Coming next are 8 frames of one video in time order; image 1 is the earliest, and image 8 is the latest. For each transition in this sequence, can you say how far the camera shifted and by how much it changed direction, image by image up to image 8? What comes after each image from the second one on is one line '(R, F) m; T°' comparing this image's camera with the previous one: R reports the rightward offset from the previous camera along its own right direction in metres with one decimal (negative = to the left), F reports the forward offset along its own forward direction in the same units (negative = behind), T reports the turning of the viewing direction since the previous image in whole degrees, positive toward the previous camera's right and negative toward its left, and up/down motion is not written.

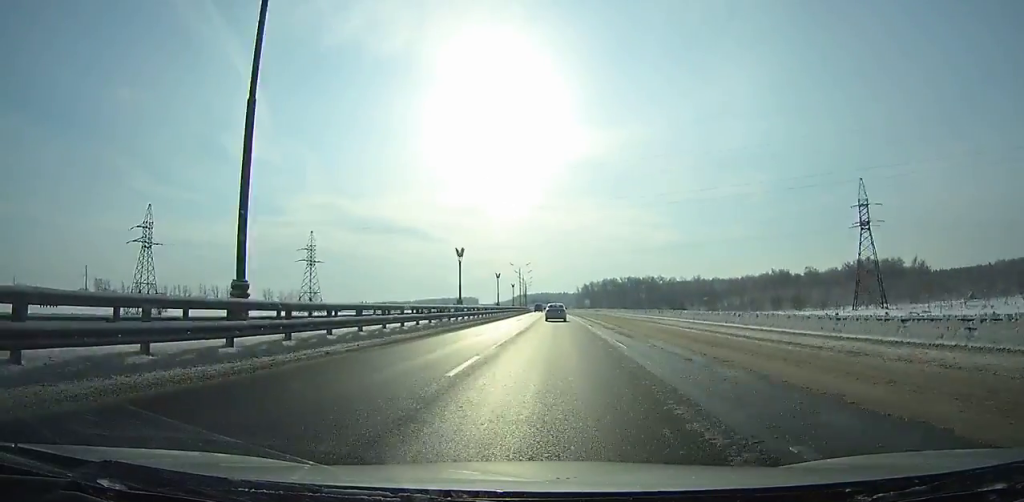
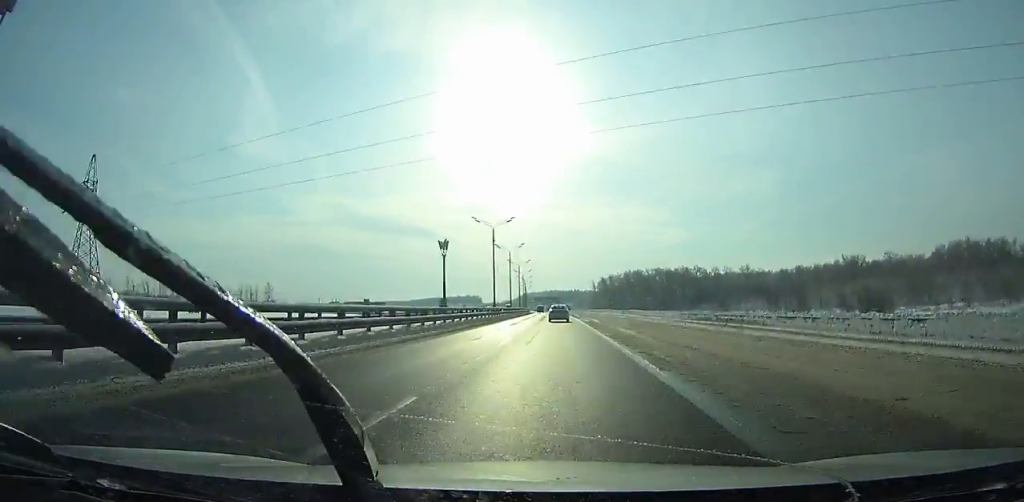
(-0.8, +86.6) m; -1°
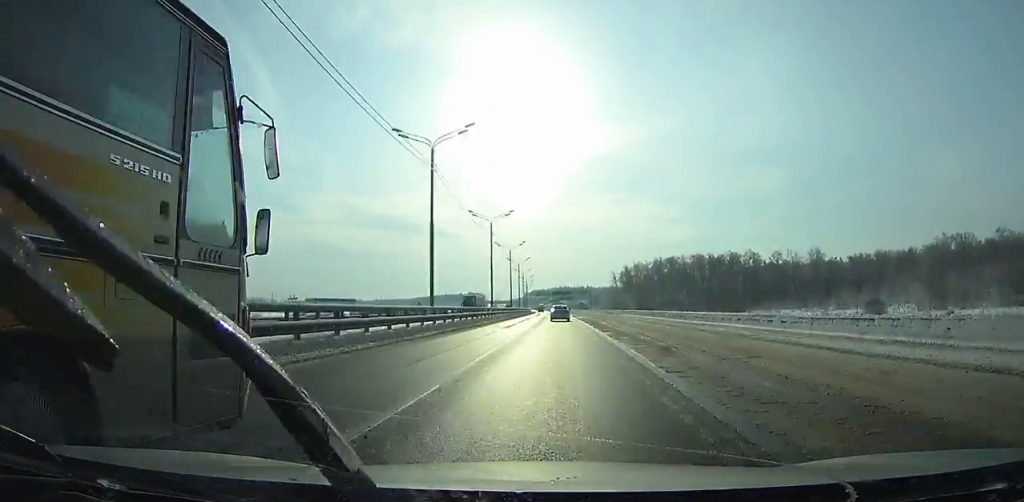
(-0.7, +77.7) m; -1°
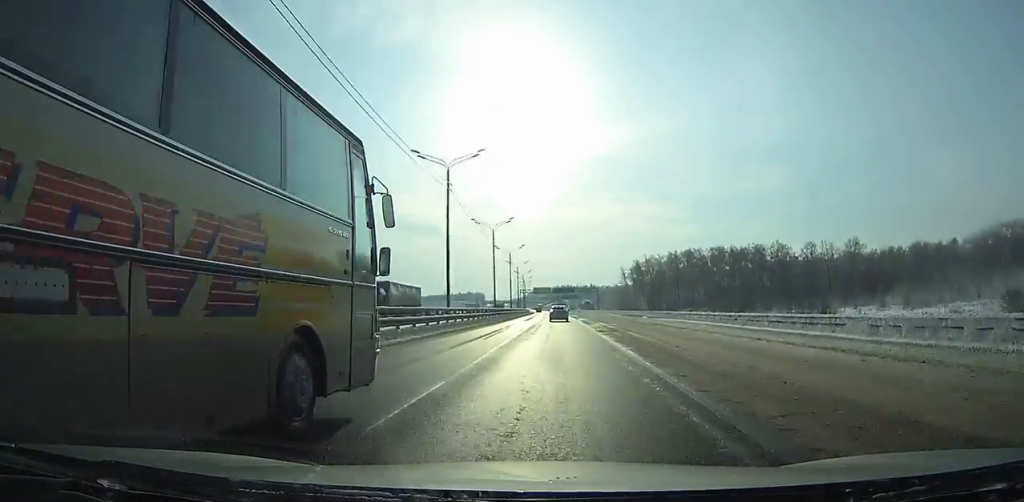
(-0.2, +32.4) m; 0°
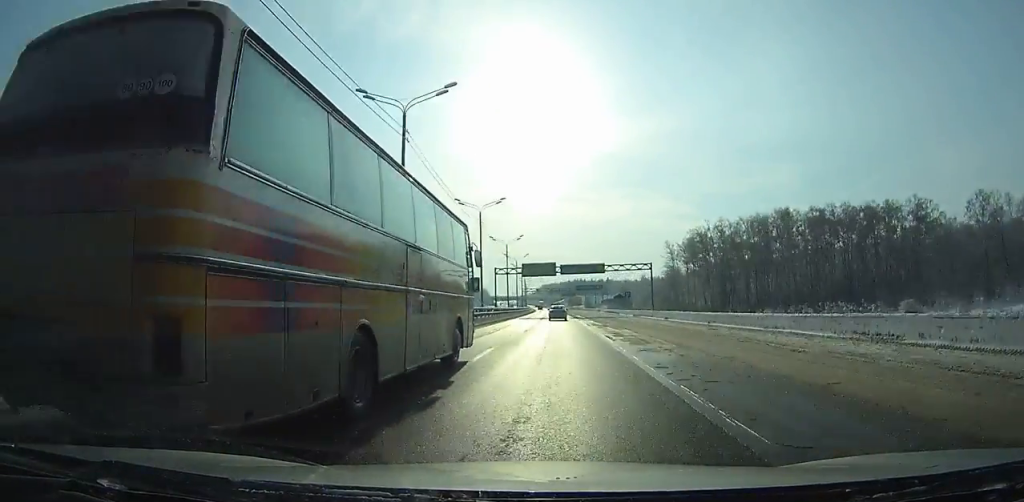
(-0.8, +88.9) m; -1°
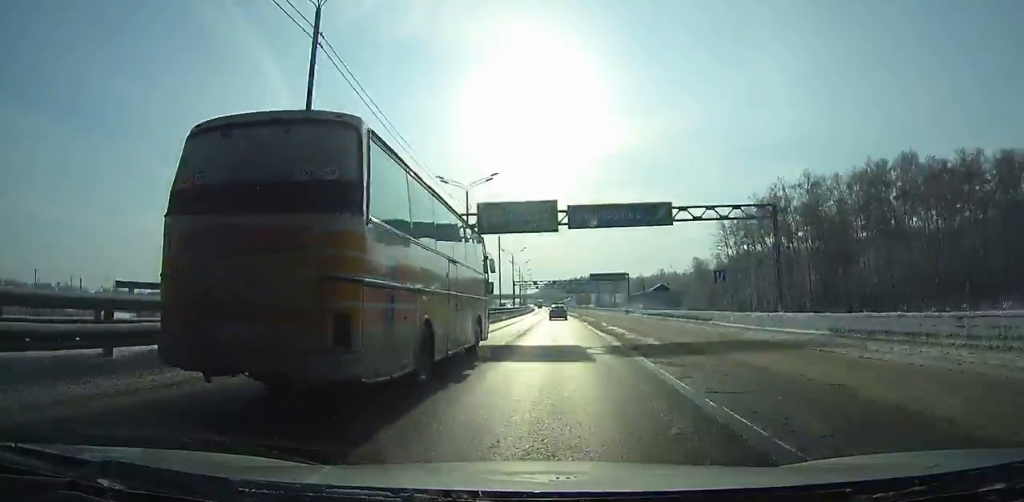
(-0.2, +50.2) m; 0°
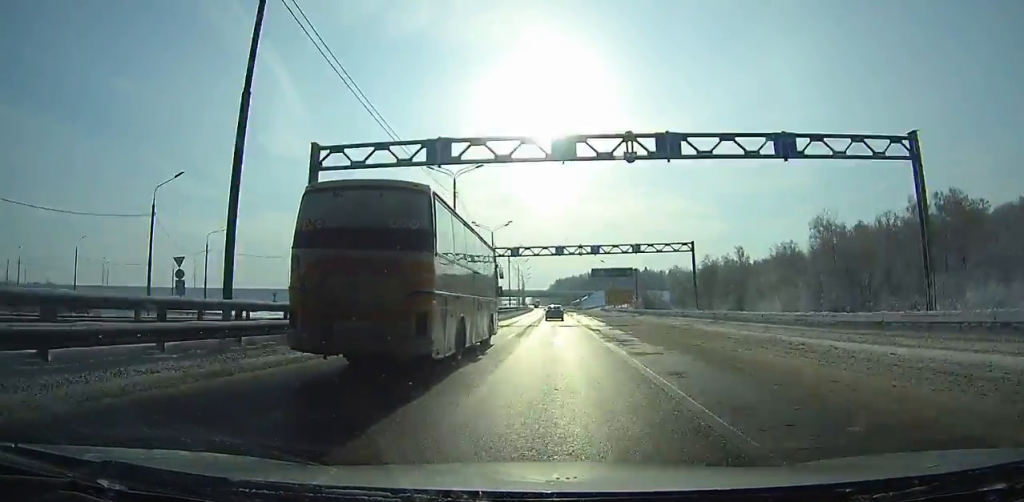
(-1.0, +114.4) m; -1°
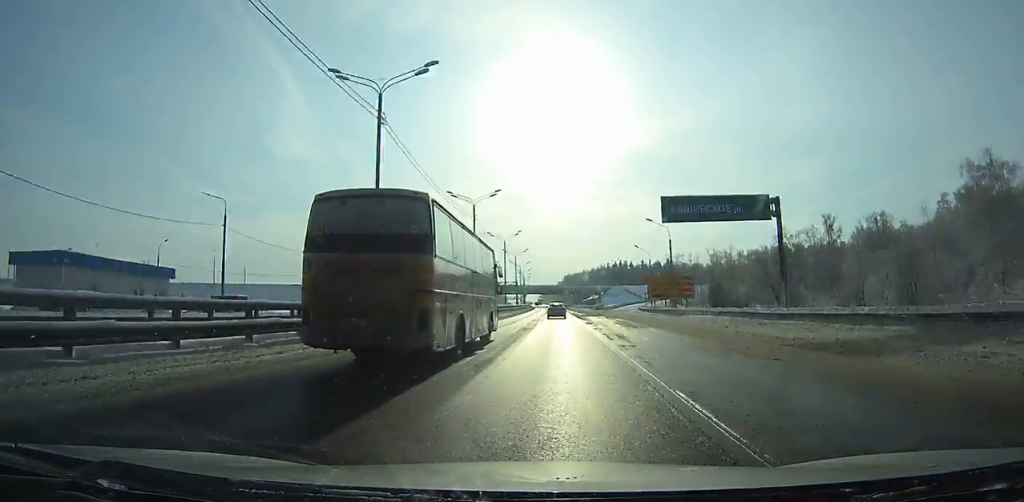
(-0.4, +59.4) m; -1°
